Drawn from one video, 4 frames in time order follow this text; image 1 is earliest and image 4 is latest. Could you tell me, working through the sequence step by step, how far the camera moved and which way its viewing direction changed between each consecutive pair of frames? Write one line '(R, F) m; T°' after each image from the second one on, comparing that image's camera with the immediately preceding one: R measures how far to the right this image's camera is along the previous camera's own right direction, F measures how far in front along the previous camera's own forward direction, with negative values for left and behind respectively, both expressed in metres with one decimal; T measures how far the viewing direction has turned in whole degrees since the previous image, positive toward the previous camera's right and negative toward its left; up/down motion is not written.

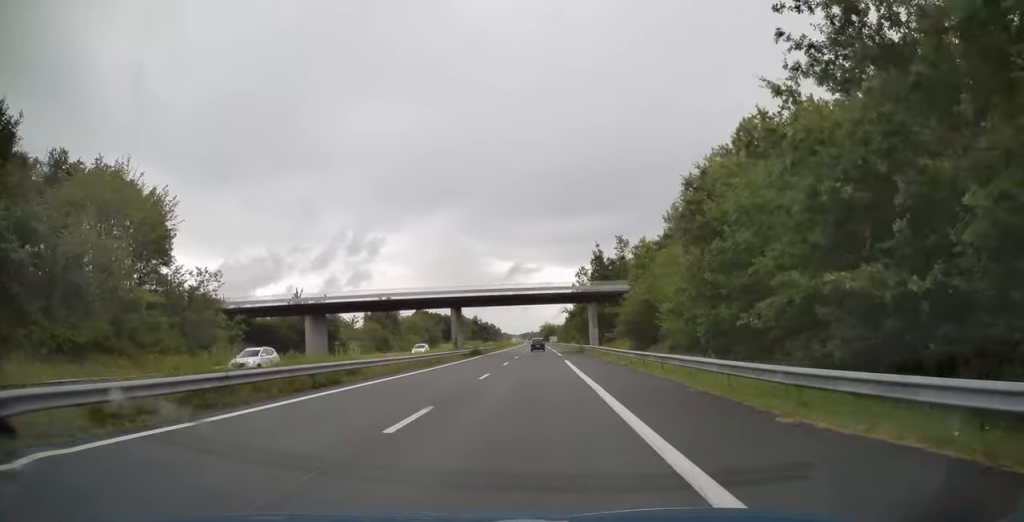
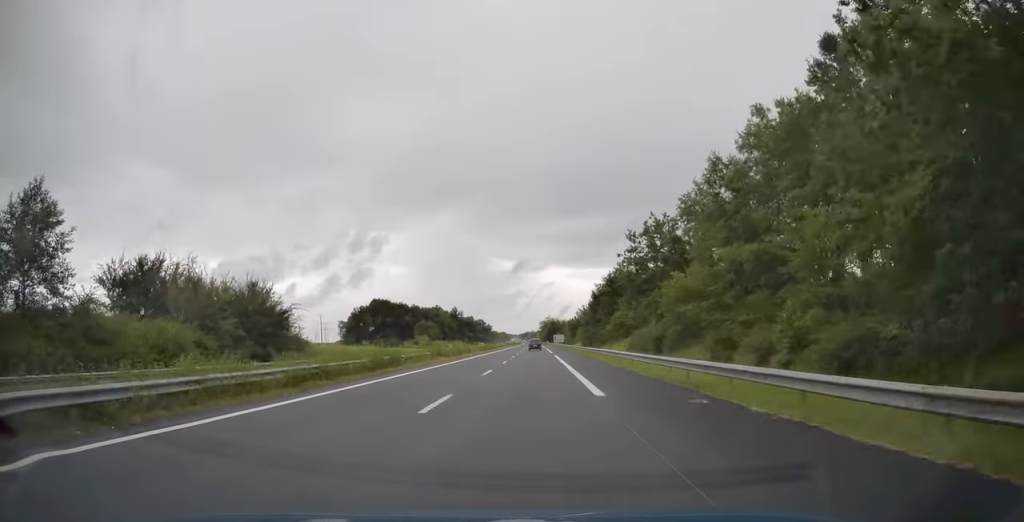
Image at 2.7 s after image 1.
(-1.0, +87.4) m; -1°
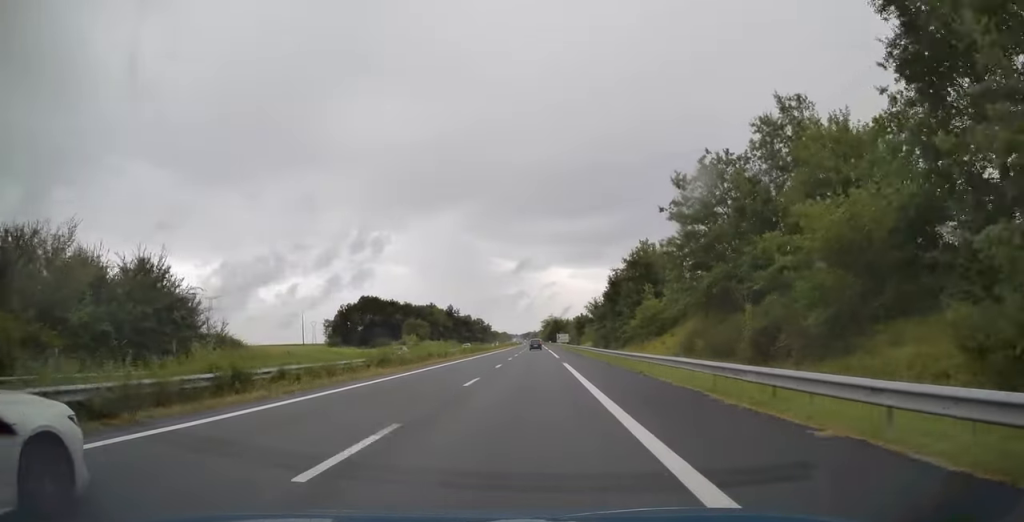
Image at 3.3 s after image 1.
(-0.1, +18.4) m; 0°
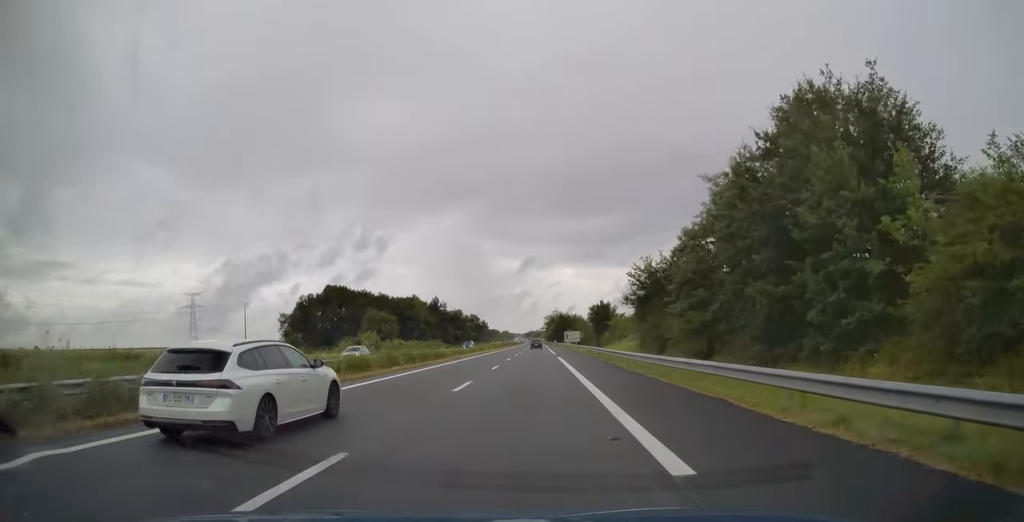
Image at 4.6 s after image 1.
(+0.1, +41.0) m; 0°
